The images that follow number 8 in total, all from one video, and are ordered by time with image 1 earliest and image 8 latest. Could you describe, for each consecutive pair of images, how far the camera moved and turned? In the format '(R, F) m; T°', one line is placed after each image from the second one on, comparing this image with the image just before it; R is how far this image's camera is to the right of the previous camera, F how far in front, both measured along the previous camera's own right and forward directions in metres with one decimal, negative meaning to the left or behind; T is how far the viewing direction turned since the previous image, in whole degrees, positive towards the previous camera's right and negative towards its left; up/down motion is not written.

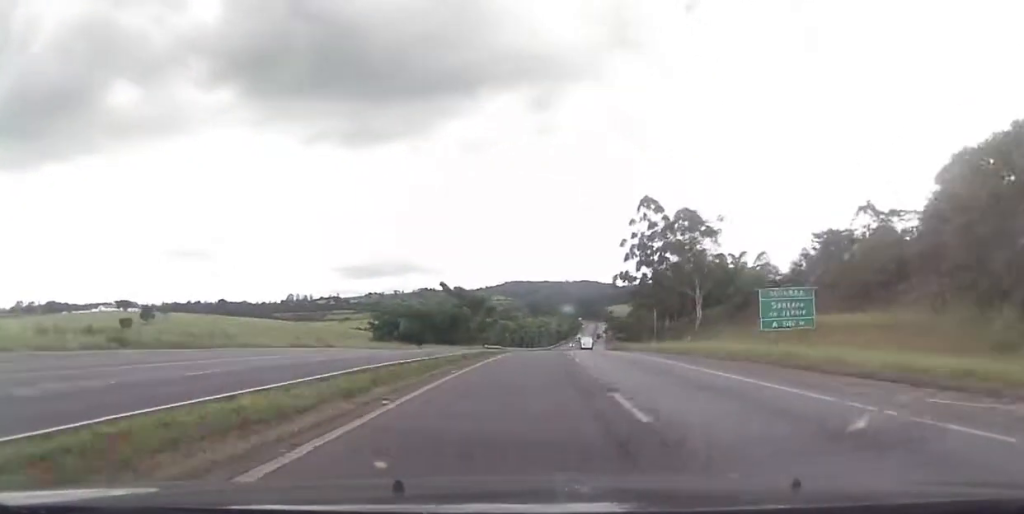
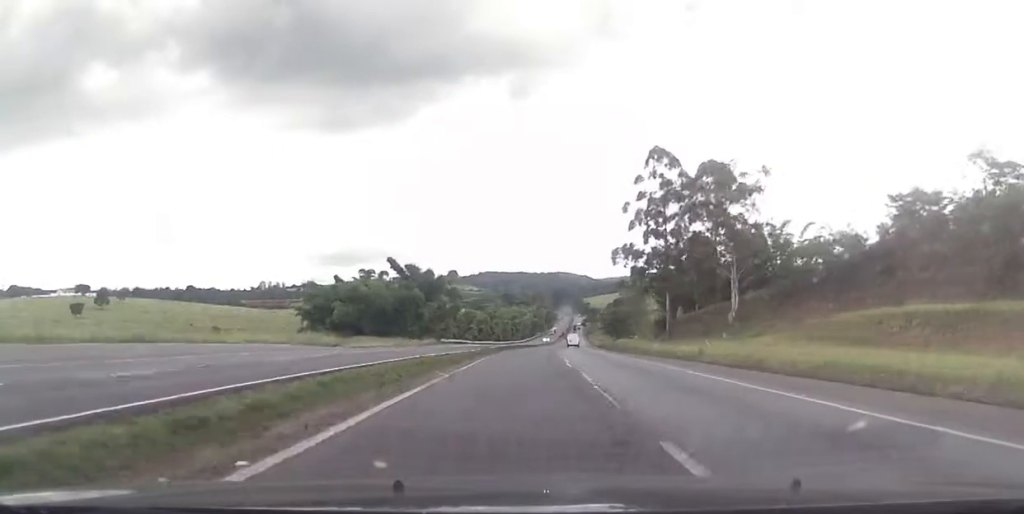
(+0.5, +32.2) m; +1°
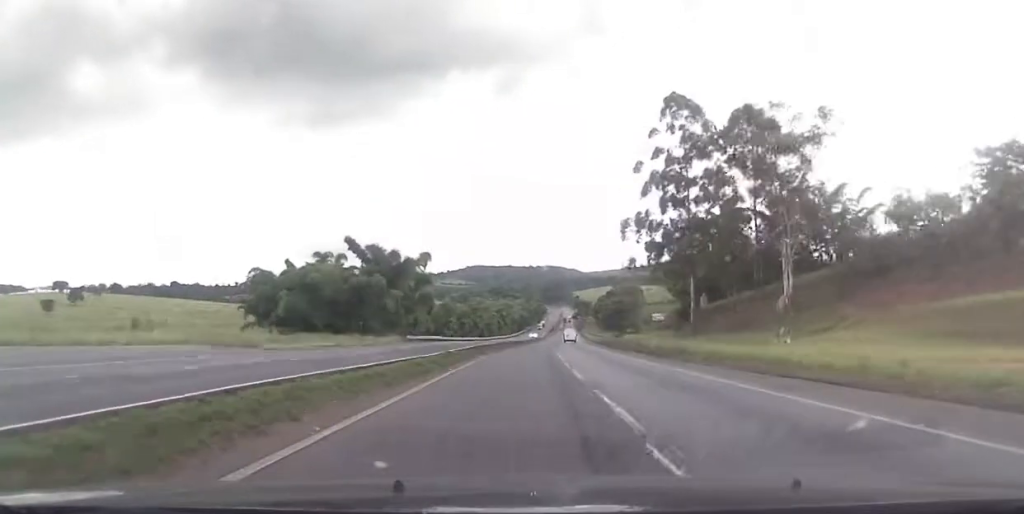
(+0.2, +20.6) m; +1°
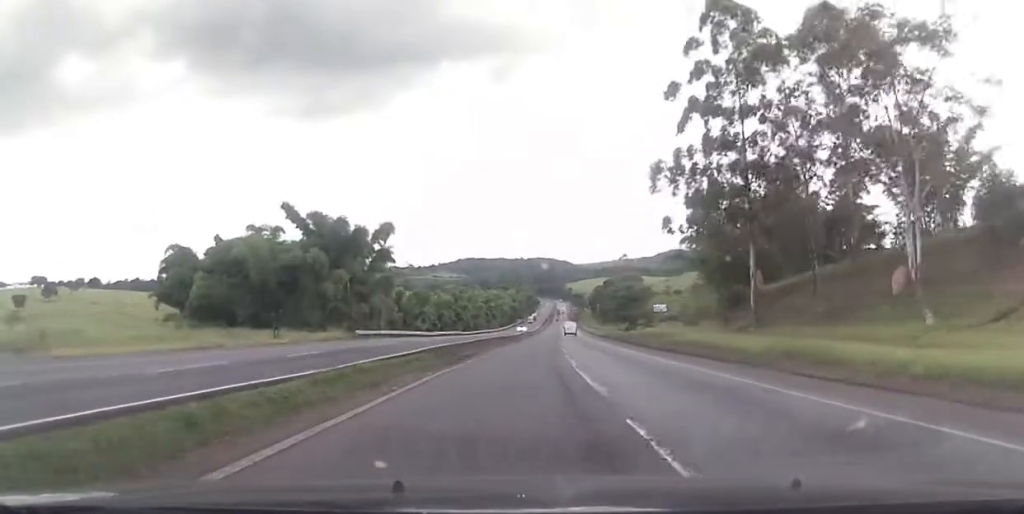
(+0.1, +22.9) m; +1°
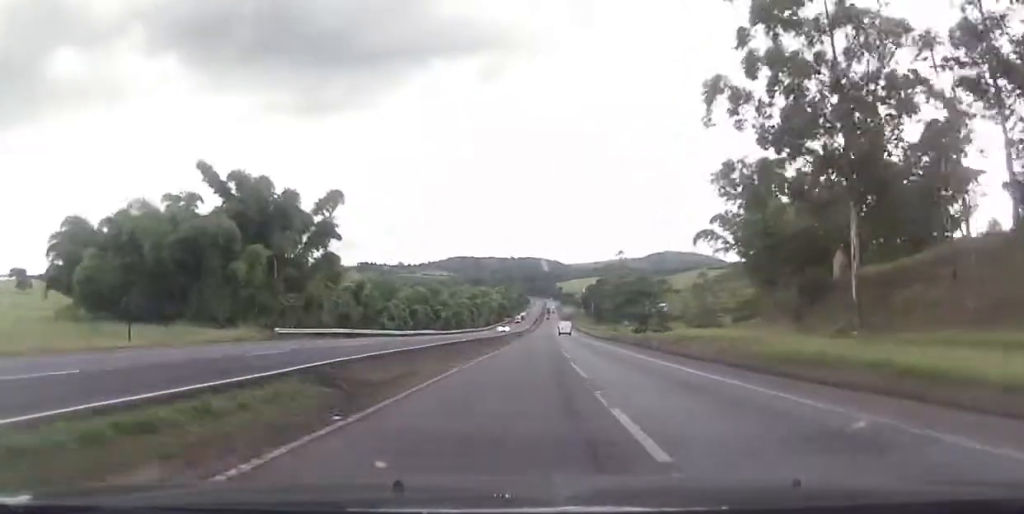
(-0.1, +18.8) m; +1°
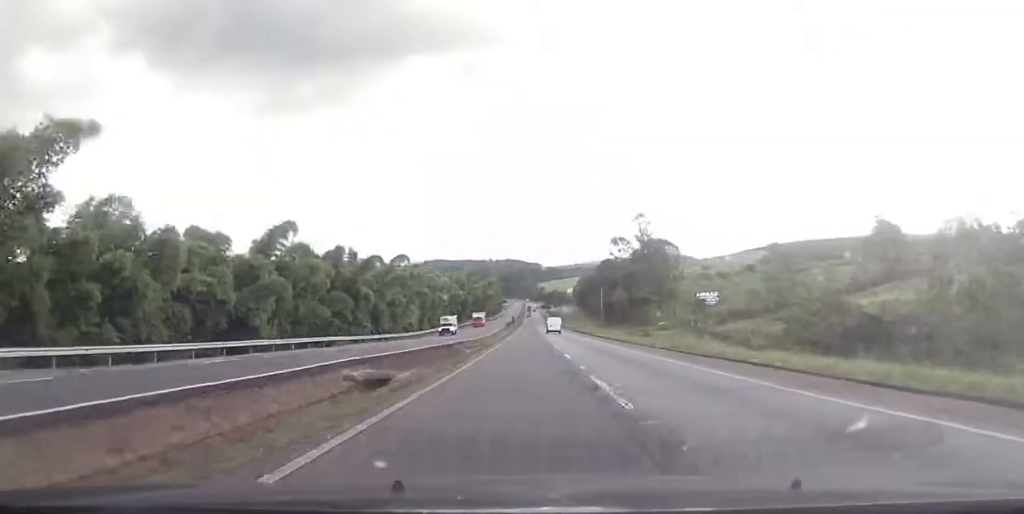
(+3.1, +98.0) m; +3°
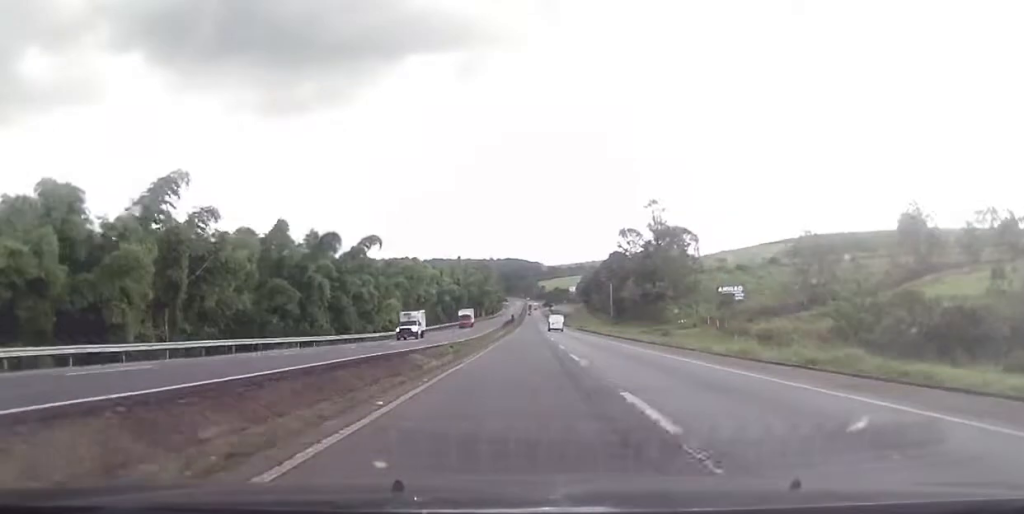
(+0.2, +18.8) m; 0°
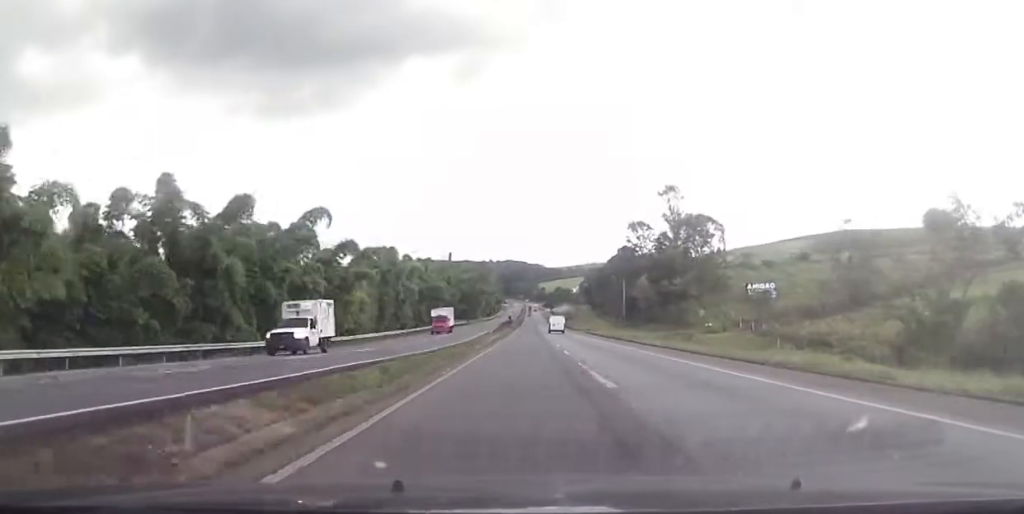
(0.0, +20.3) m; 0°
